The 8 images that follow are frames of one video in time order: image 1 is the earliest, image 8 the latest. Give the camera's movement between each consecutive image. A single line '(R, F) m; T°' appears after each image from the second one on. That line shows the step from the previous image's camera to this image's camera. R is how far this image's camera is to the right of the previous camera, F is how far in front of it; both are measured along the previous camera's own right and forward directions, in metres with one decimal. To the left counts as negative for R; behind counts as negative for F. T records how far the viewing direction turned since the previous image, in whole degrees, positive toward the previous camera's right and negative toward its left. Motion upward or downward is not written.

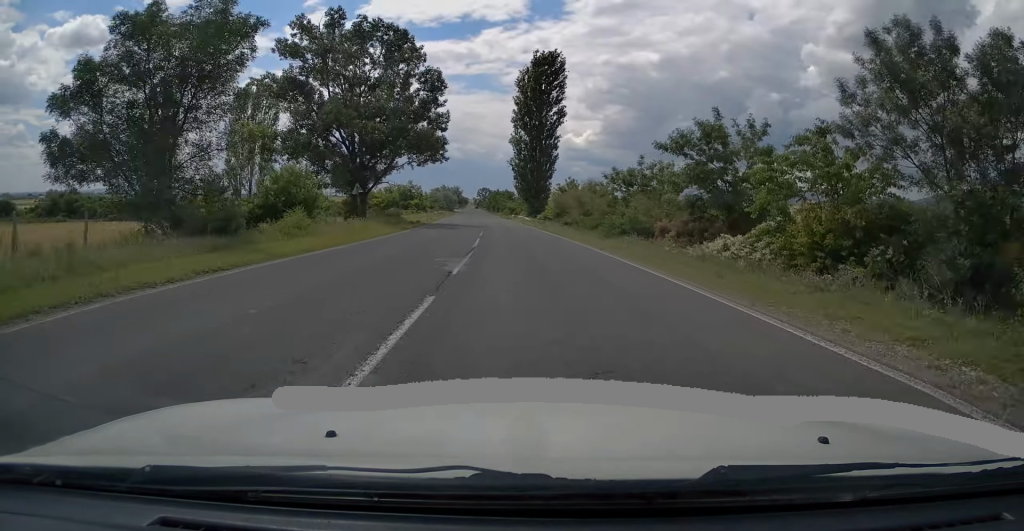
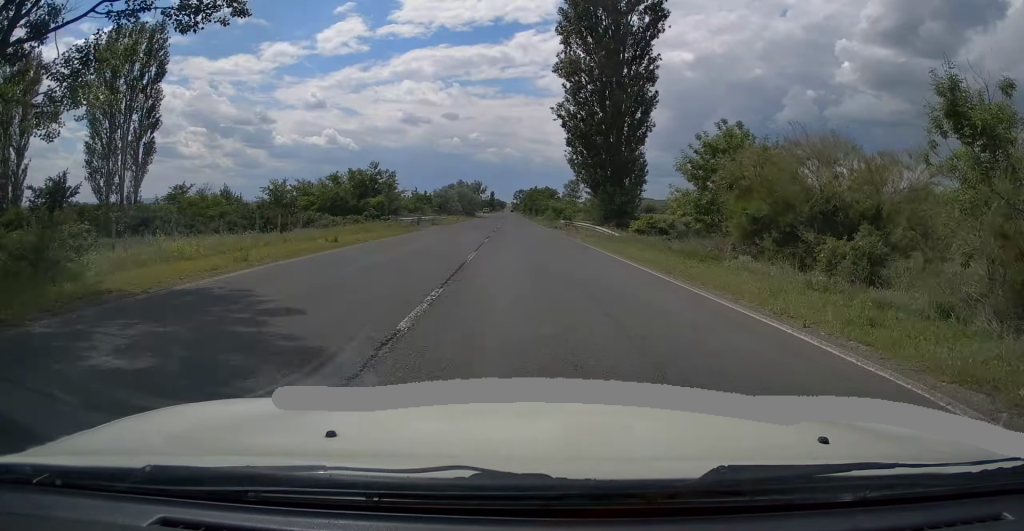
(-1.4, +42.0) m; -2°
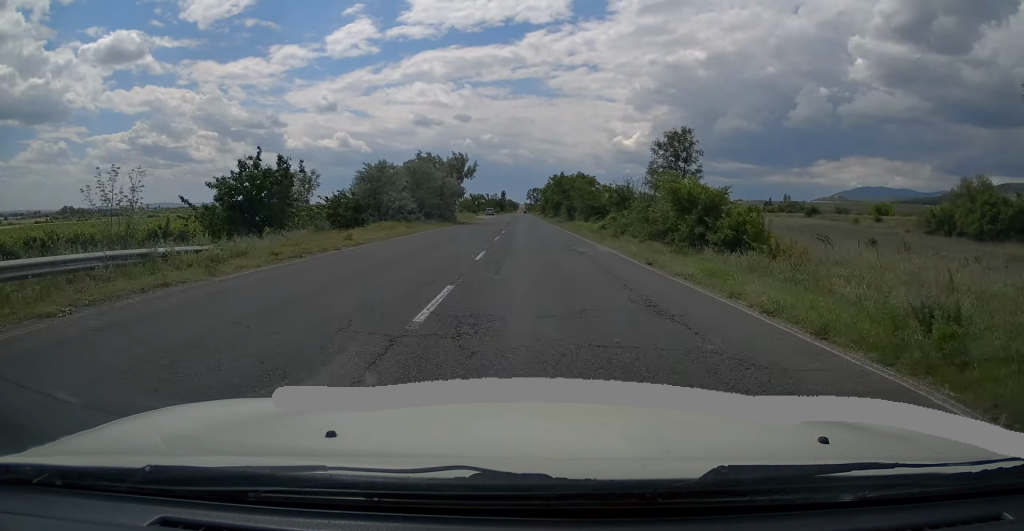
(-0.7, +52.5) m; -1°
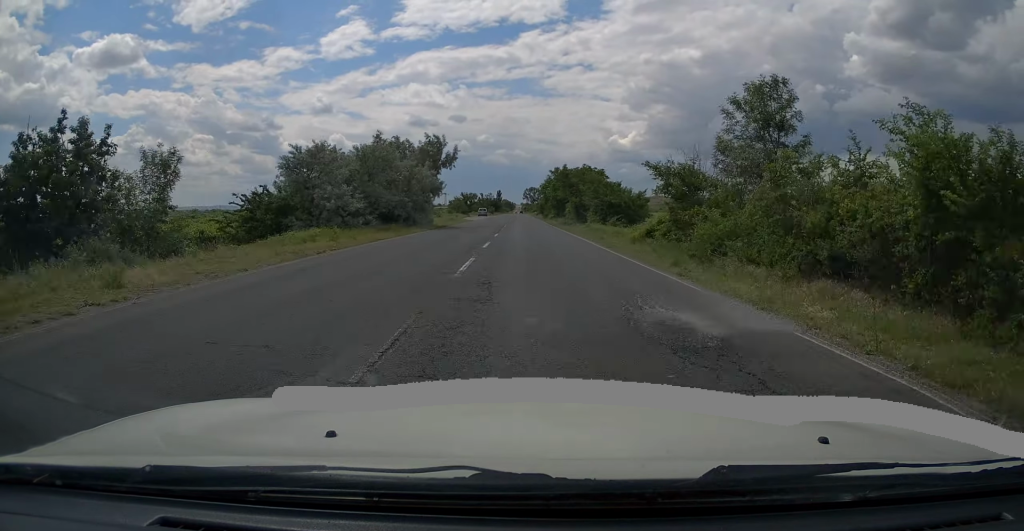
(0.0, +13.8) m; 0°
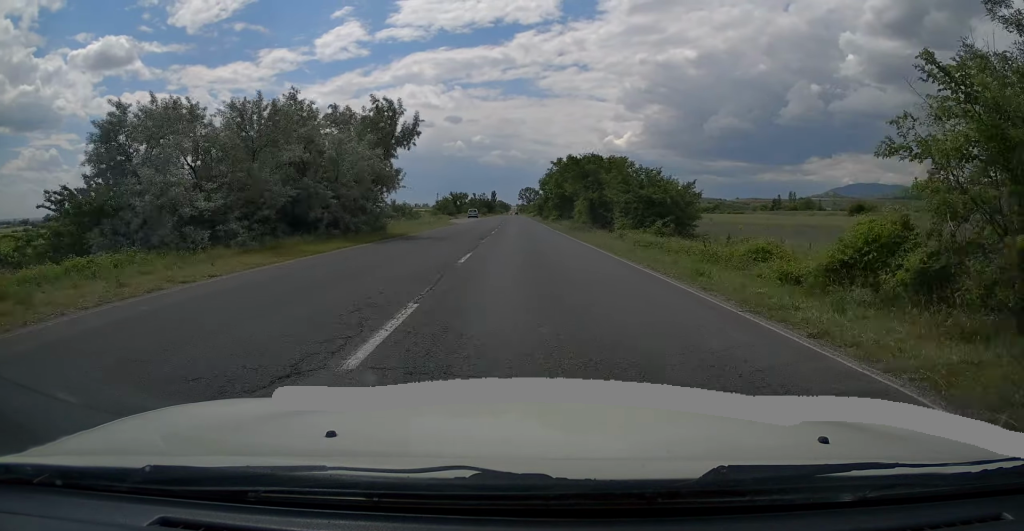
(+0.3, +14.6) m; 0°
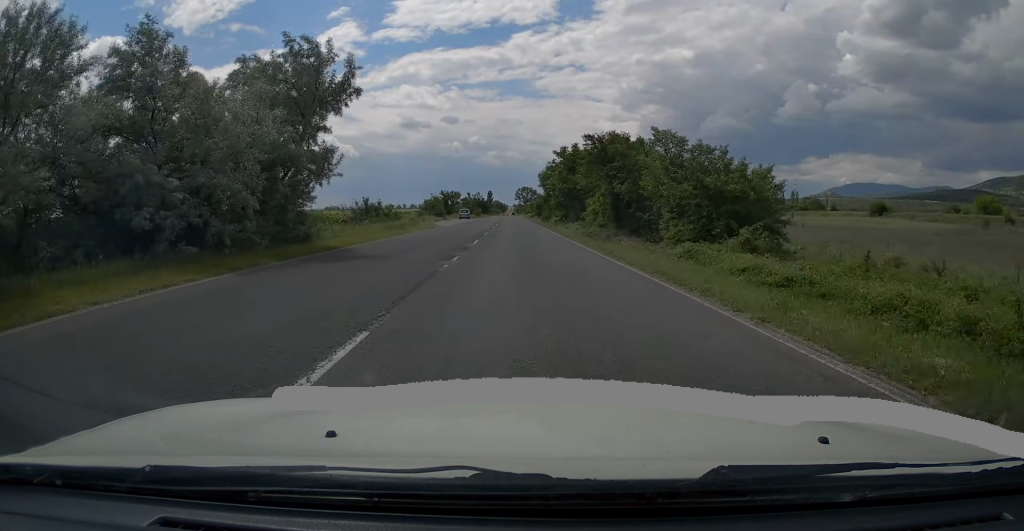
(-0.2, +10.8) m; 0°
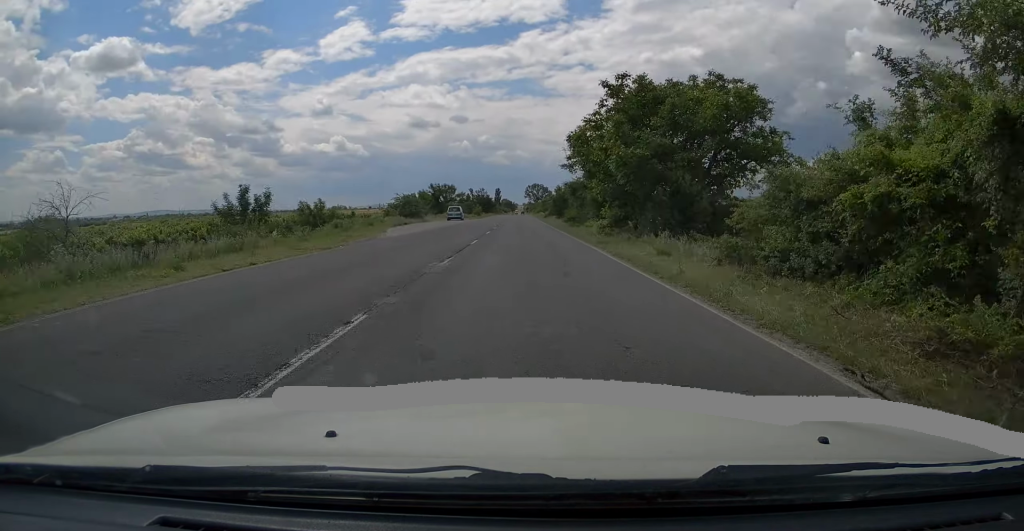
(0.0, +27.1) m; 0°
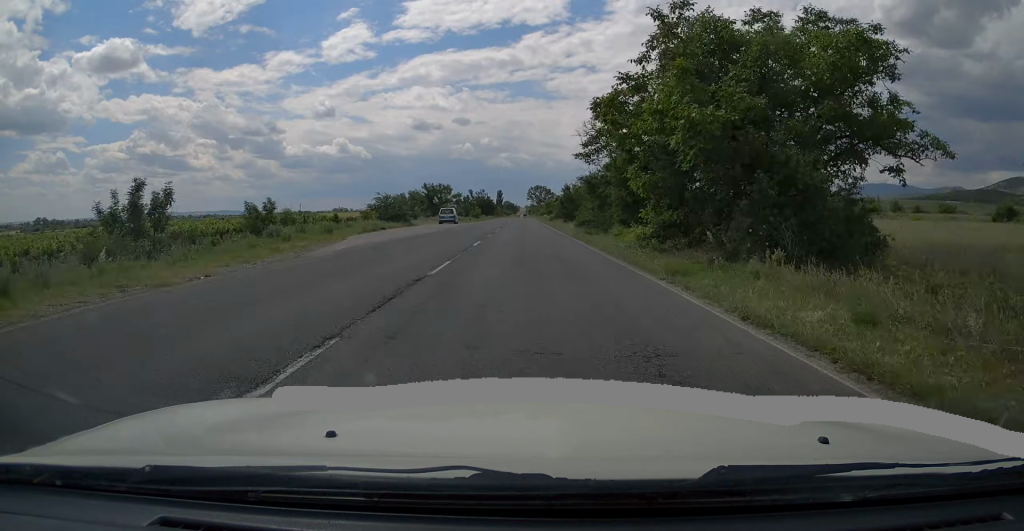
(+0.2, +9.3) m; 0°
